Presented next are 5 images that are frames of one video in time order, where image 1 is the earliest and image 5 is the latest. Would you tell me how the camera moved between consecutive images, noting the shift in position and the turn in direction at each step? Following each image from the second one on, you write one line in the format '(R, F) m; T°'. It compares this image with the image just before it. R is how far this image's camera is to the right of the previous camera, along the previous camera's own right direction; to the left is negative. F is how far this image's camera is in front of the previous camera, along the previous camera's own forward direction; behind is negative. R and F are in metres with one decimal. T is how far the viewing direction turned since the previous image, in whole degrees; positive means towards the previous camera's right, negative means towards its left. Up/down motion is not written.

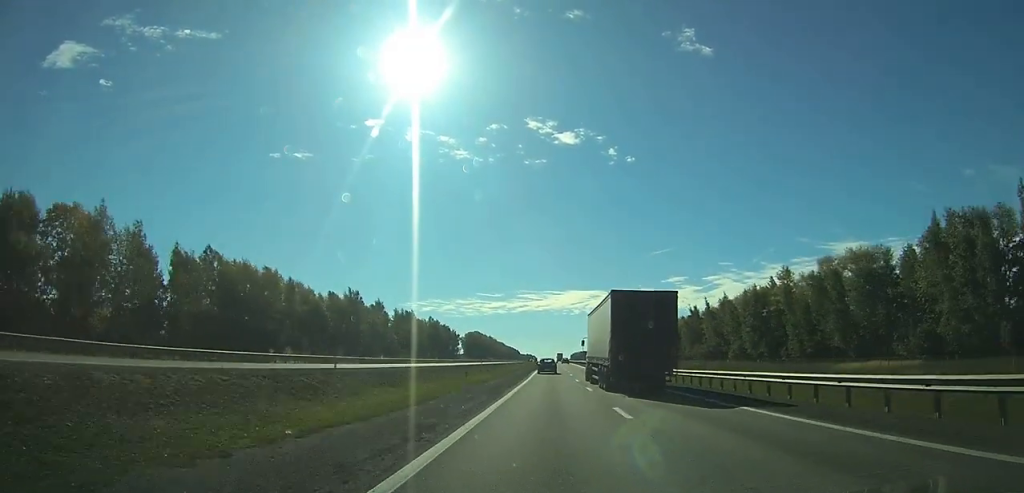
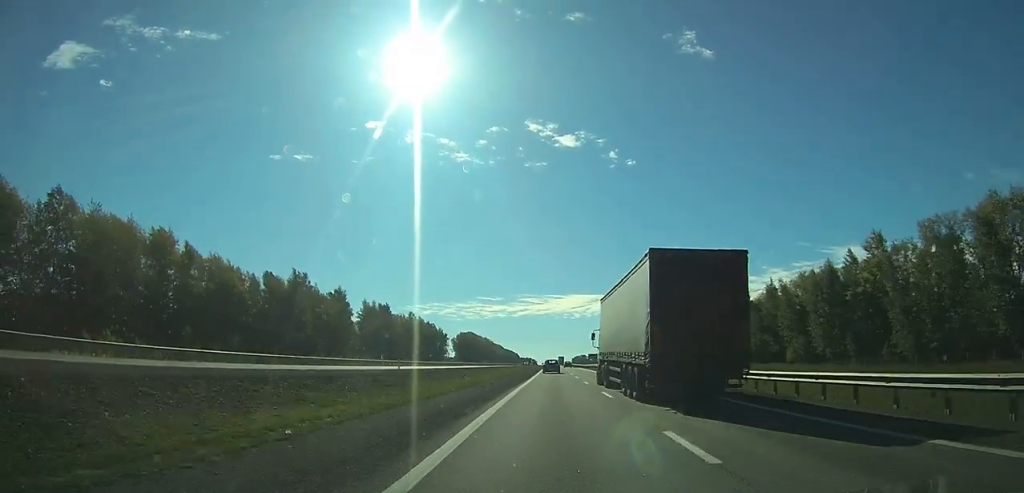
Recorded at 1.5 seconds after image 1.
(-0.1, +41.7) m; 0°
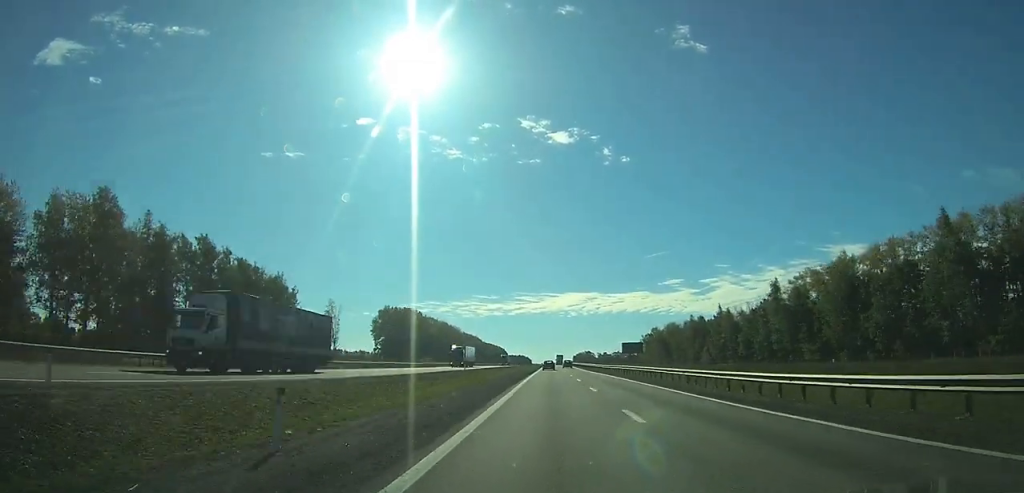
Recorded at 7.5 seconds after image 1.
(+0.8, +174.9) m; 0°
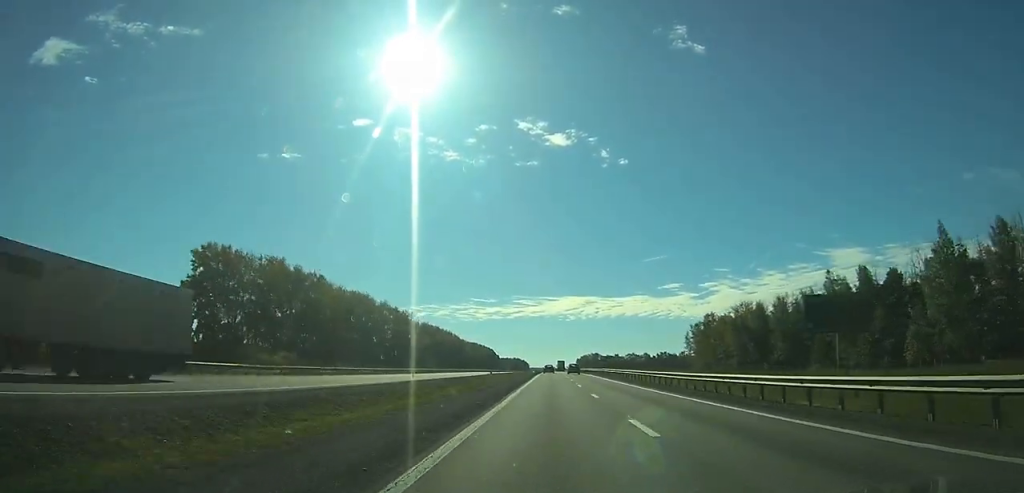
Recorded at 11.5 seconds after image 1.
(-0.2, +120.8) m; 0°
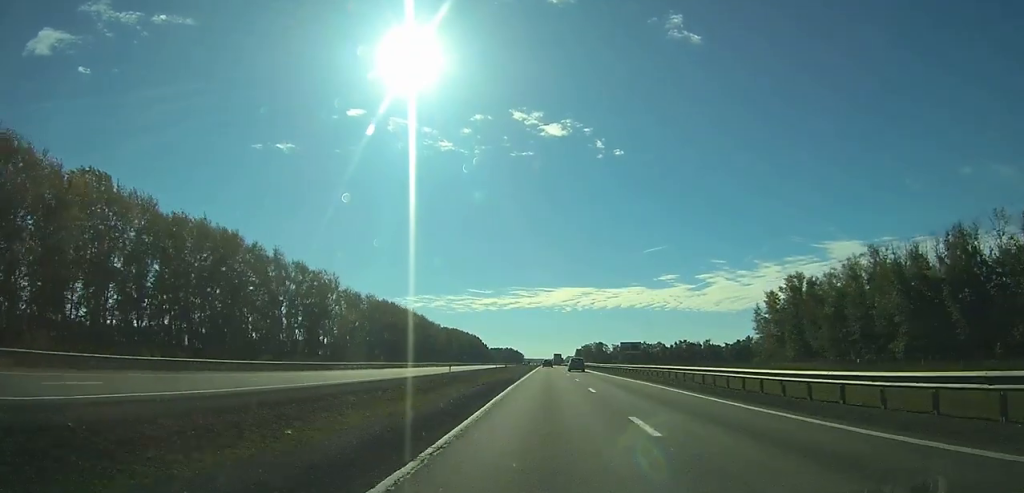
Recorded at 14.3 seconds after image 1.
(+0.2, +83.8) m; 0°
